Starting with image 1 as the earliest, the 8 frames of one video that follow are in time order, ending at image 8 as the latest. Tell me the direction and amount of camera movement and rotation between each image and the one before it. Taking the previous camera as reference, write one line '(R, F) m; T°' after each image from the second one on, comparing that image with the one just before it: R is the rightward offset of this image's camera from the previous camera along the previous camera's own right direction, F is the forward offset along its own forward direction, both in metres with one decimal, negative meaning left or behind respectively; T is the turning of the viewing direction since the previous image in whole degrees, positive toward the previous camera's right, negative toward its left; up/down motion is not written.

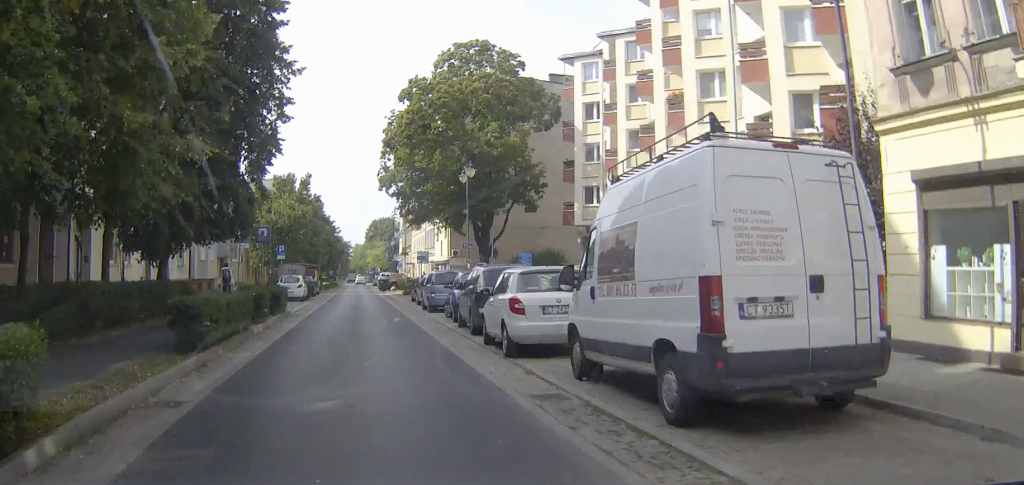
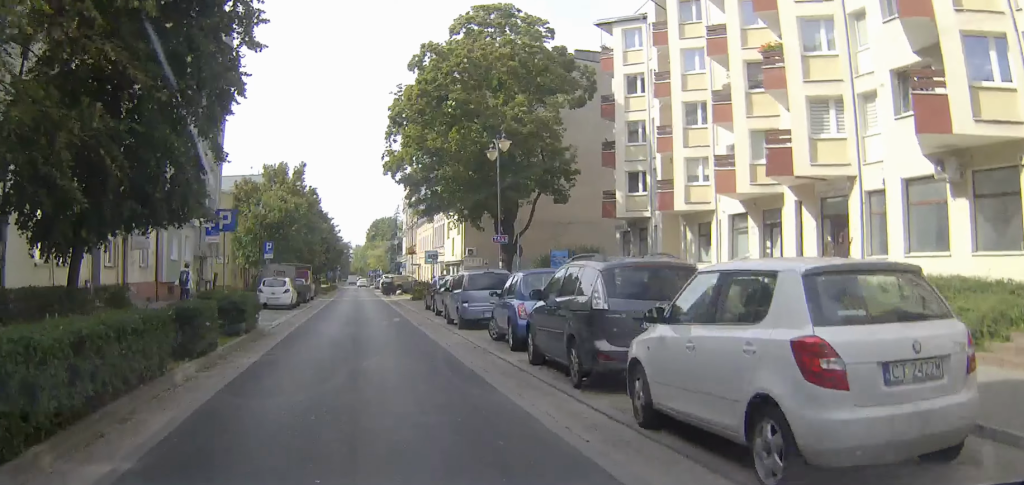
(+0.1, +8.4) m; +1°
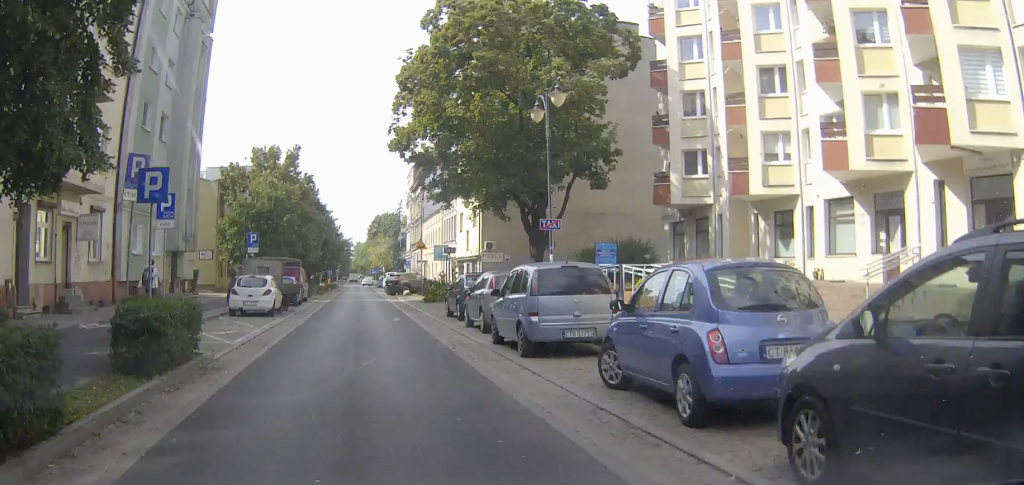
(+0.1, +7.6) m; -1°
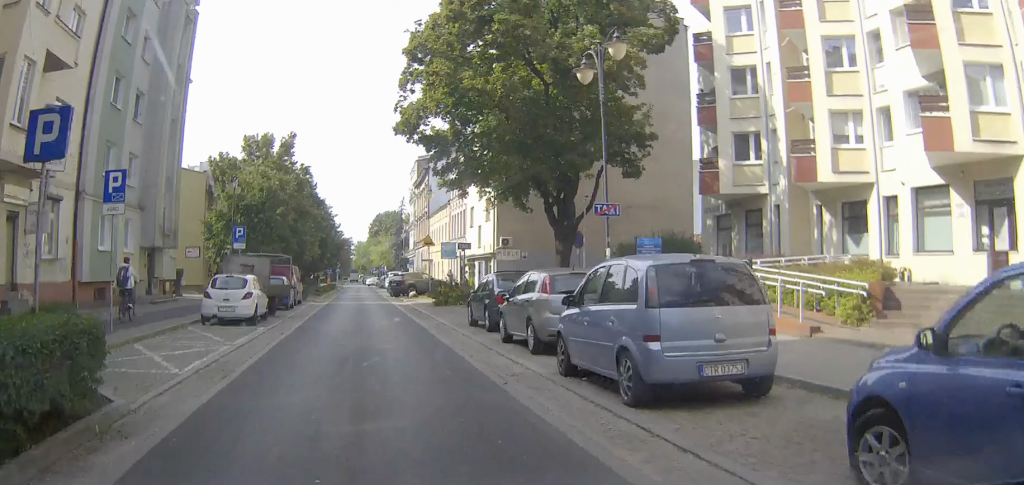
(-0.1, +5.0) m; 0°
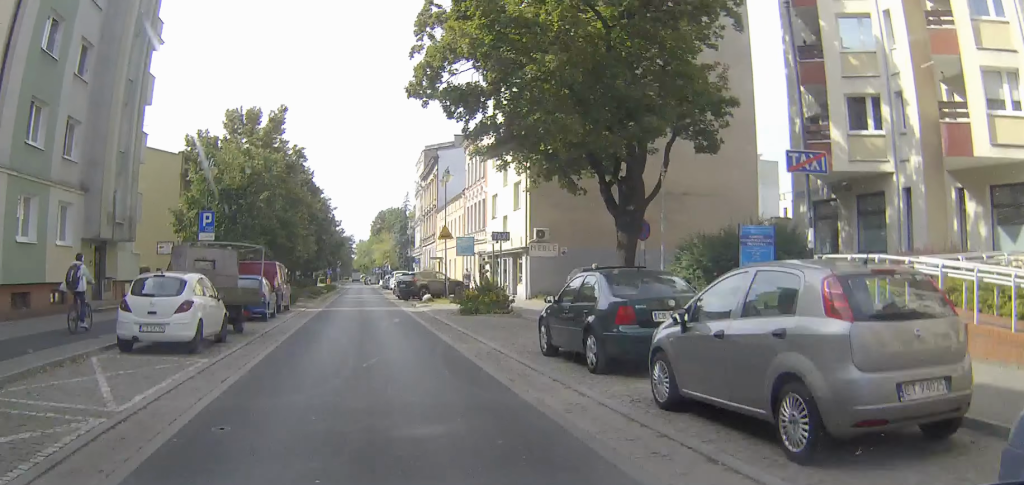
(-0.2, +8.0) m; 0°
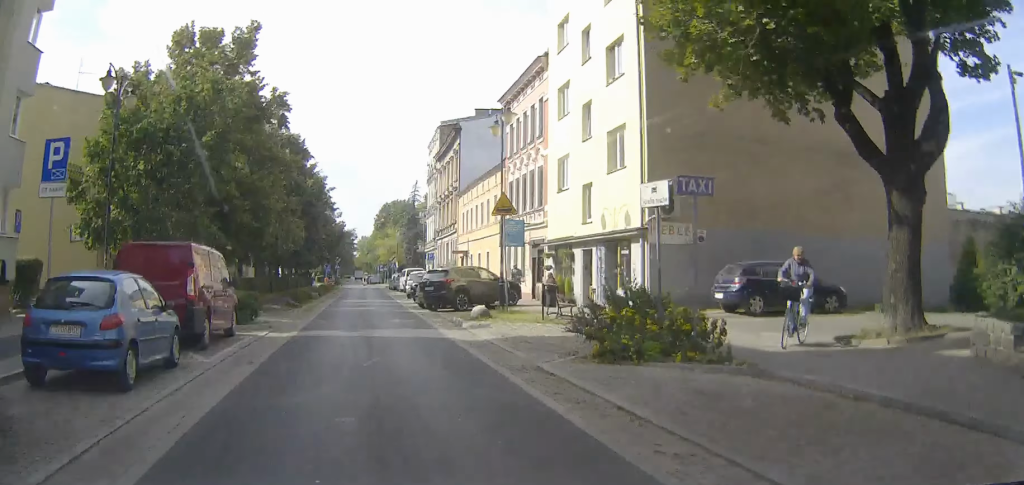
(+0.1, +14.8) m; -2°
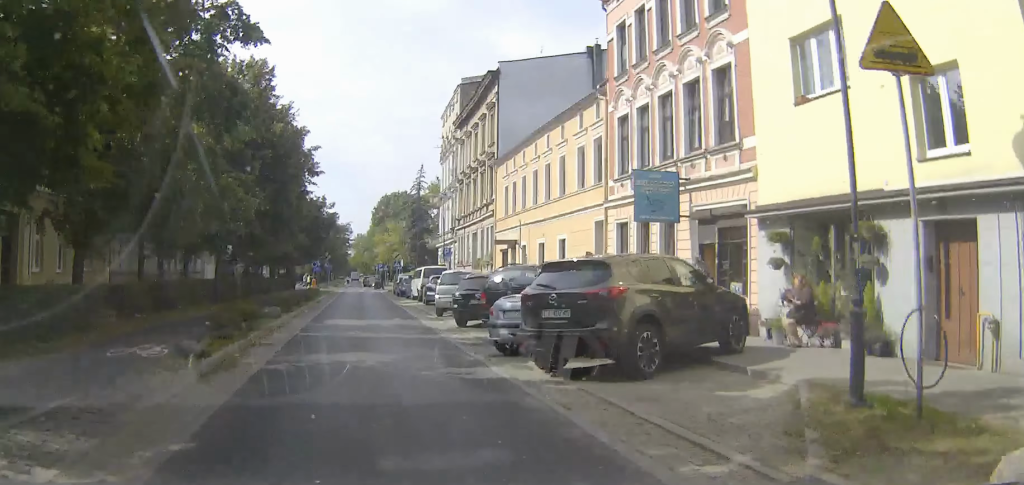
(-0.3, +18.8) m; +2°
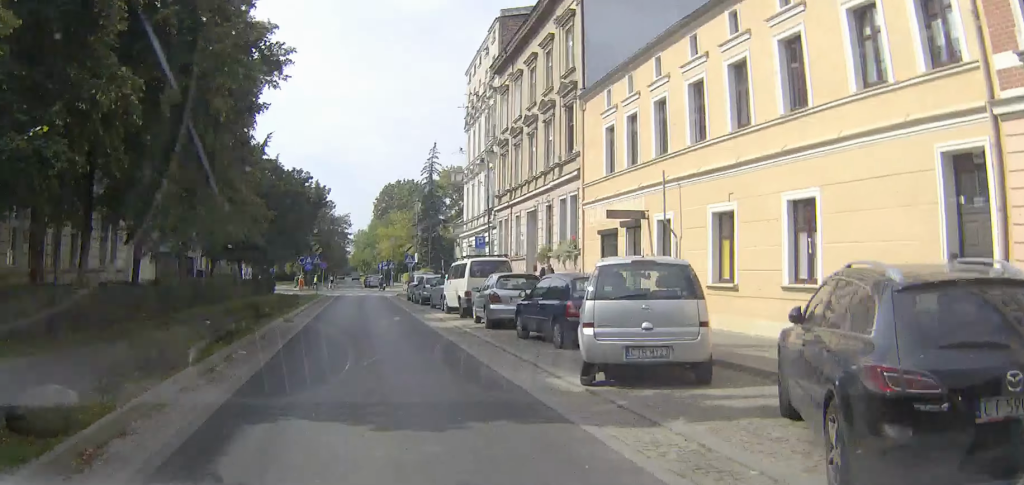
(+0.9, +17.2) m; +3°
